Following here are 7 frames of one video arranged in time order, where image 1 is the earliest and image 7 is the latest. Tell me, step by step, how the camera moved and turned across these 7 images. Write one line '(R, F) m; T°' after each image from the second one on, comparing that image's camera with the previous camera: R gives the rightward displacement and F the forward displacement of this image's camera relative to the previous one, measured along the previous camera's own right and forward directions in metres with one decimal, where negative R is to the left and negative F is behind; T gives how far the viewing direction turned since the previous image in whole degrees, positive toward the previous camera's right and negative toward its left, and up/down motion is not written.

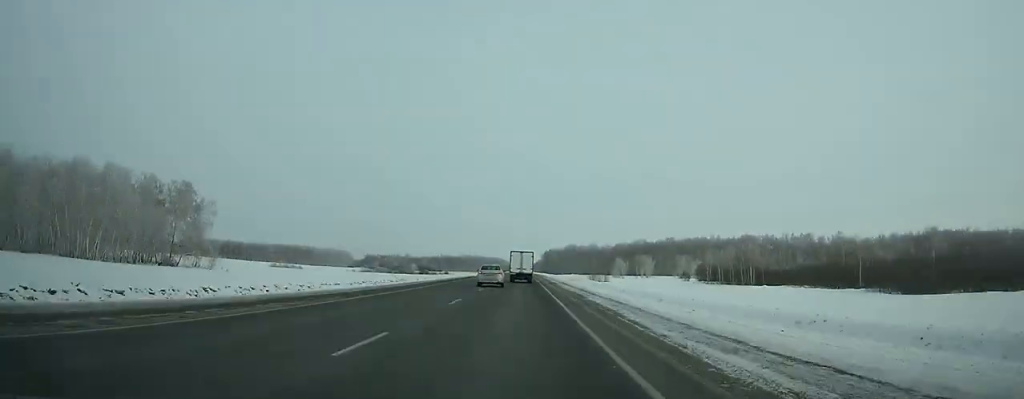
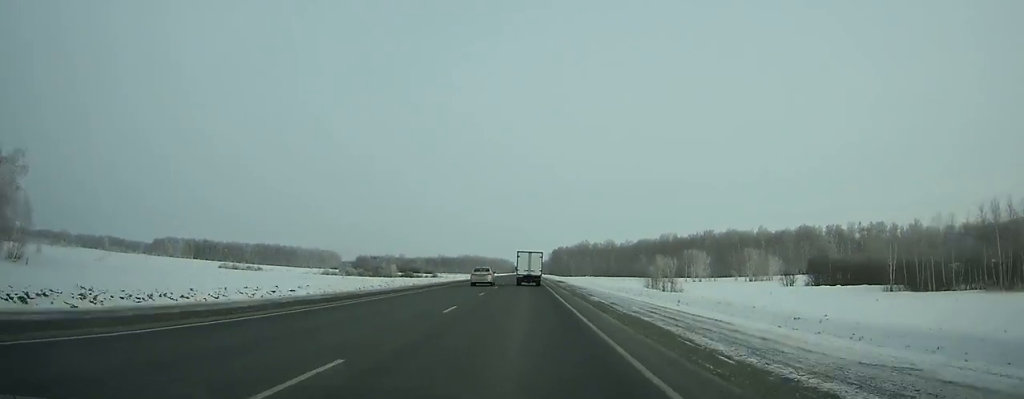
(-0.3, +65.6) m; -1°
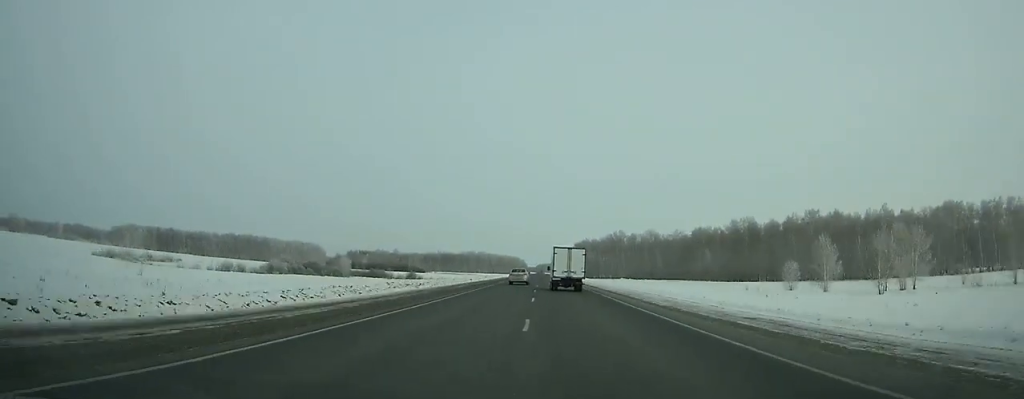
(-0.6, +90.8) m; 0°
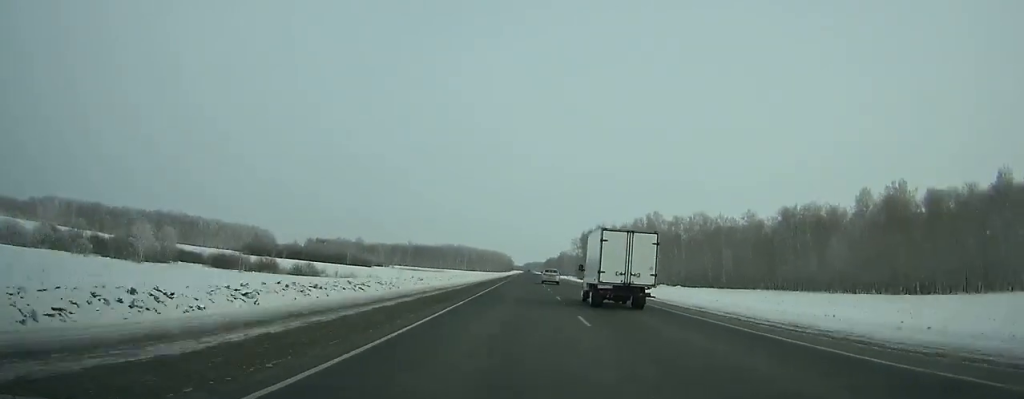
(+0.5, +95.9) m; +1°
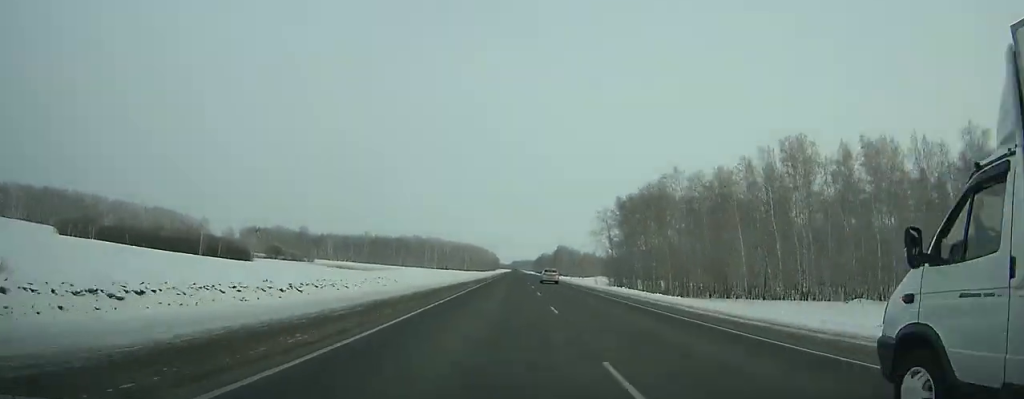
(+1.3, +105.8) m; +1°
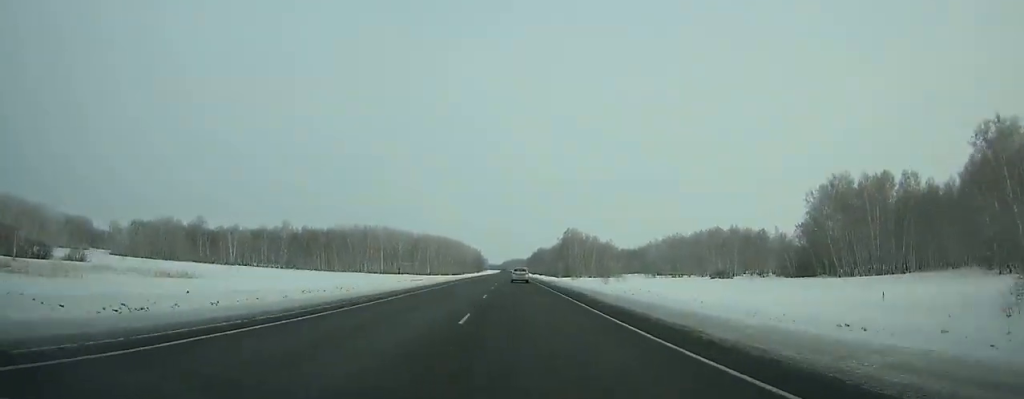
(+0.6, +124.2) m; 0°
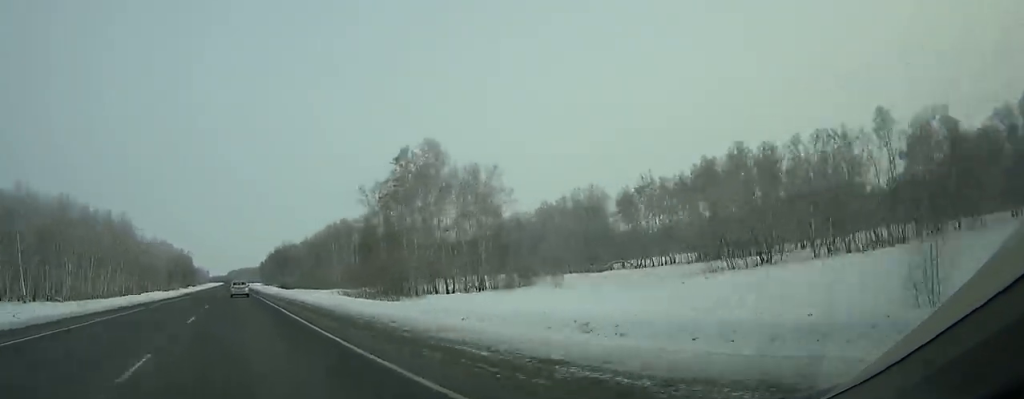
(-1.6, +160.8) m; -1°
